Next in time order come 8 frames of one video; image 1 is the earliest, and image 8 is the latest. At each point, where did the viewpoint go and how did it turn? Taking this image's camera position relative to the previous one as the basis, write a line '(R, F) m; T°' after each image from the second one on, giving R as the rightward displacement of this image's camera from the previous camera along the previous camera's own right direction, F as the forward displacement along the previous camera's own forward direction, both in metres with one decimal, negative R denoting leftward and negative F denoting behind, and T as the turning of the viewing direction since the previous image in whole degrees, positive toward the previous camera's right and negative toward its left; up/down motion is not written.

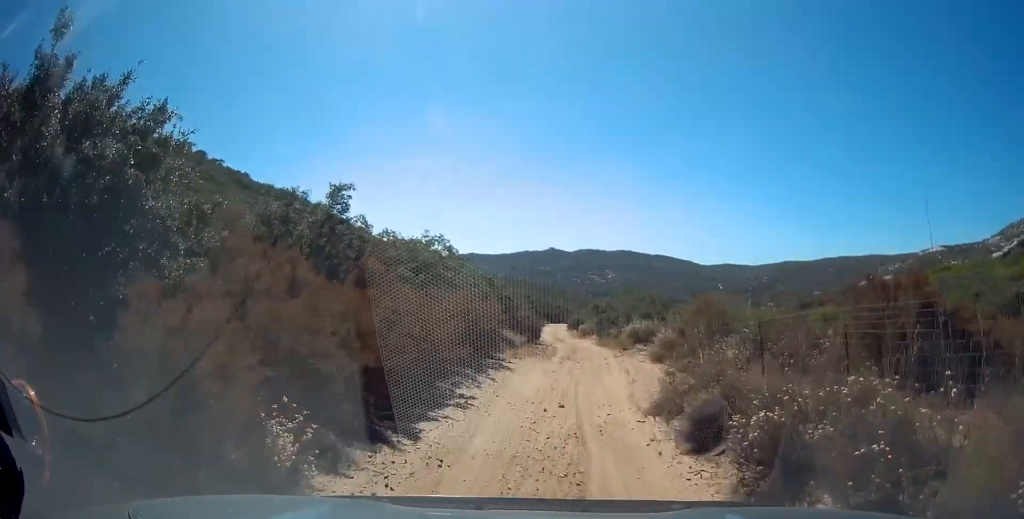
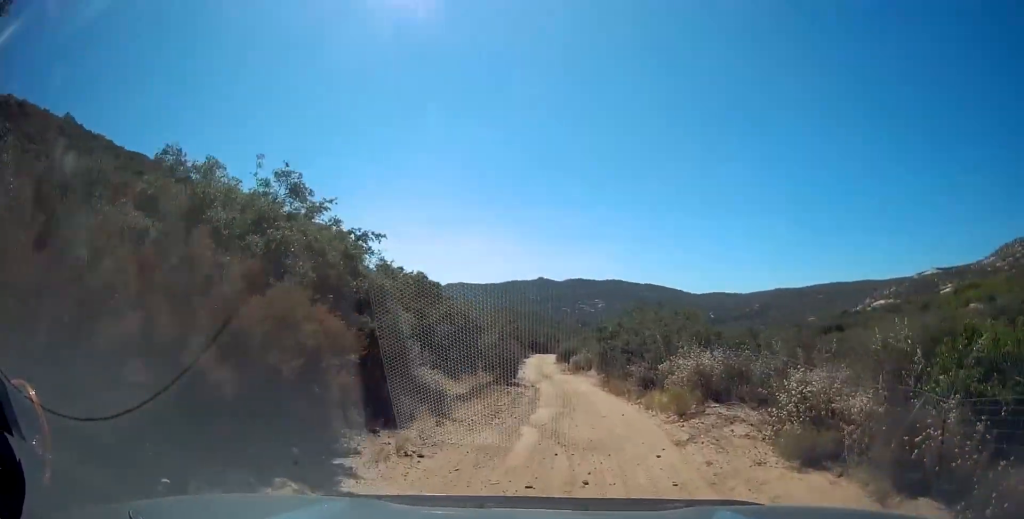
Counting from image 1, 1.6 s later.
(-0.1, +13.2) m; +1°
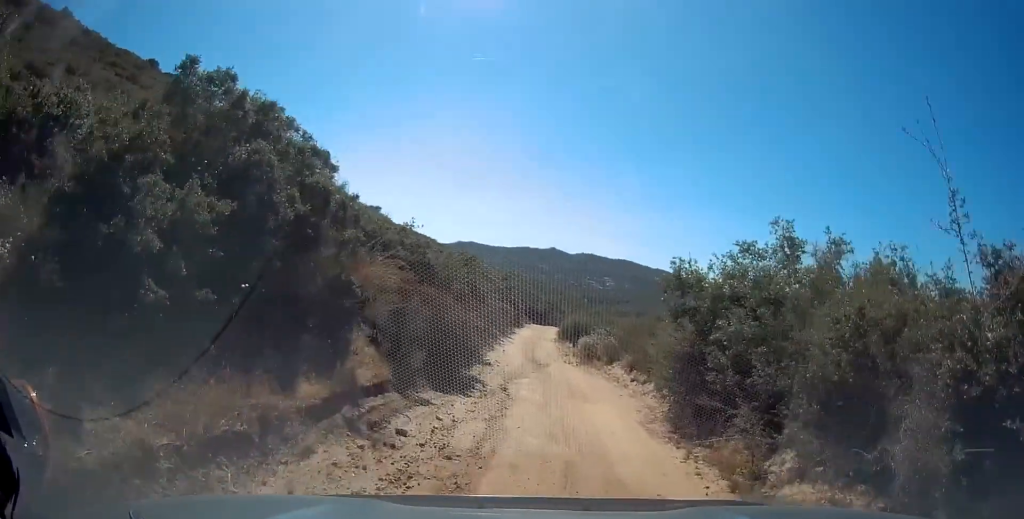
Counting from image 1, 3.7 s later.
(+0.3, +16.7) m; 0°
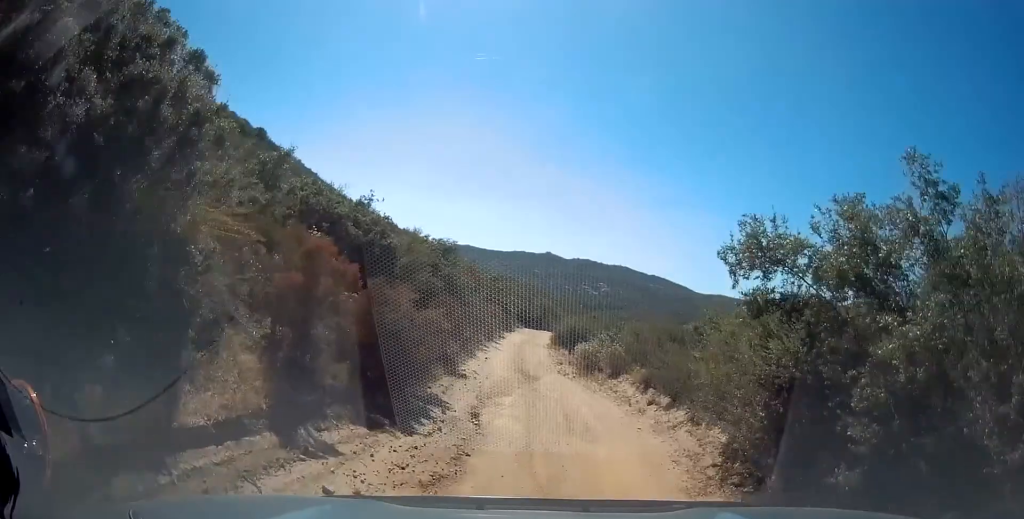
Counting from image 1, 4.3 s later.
(0.0, +4.5) m; -1°
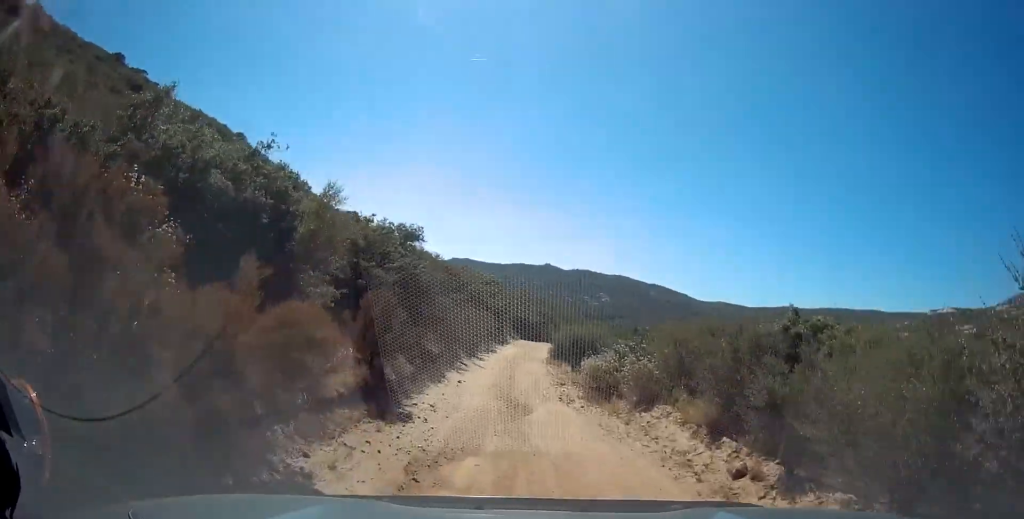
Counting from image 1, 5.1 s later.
(-0.2, +6.6) m; -1°
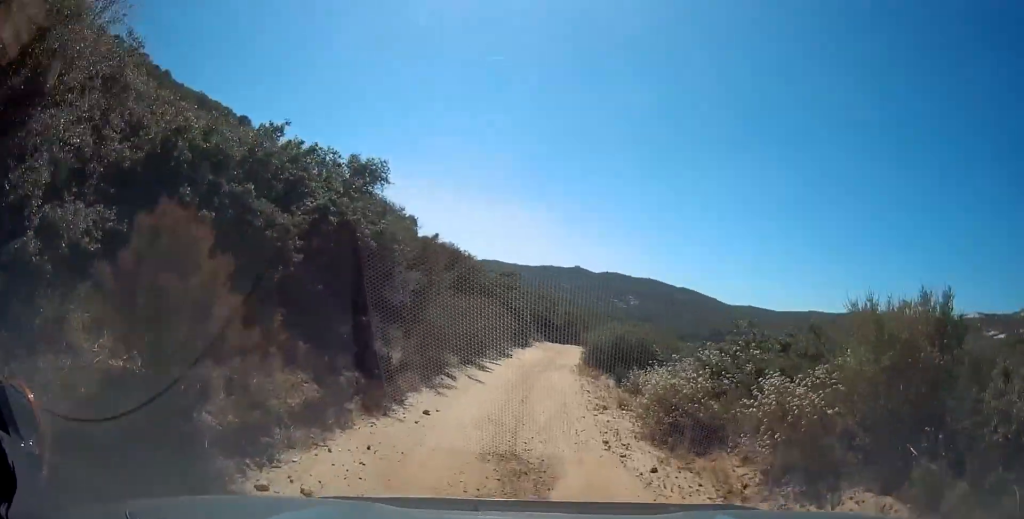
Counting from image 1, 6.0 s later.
(0.0, +7.7) m; 0°
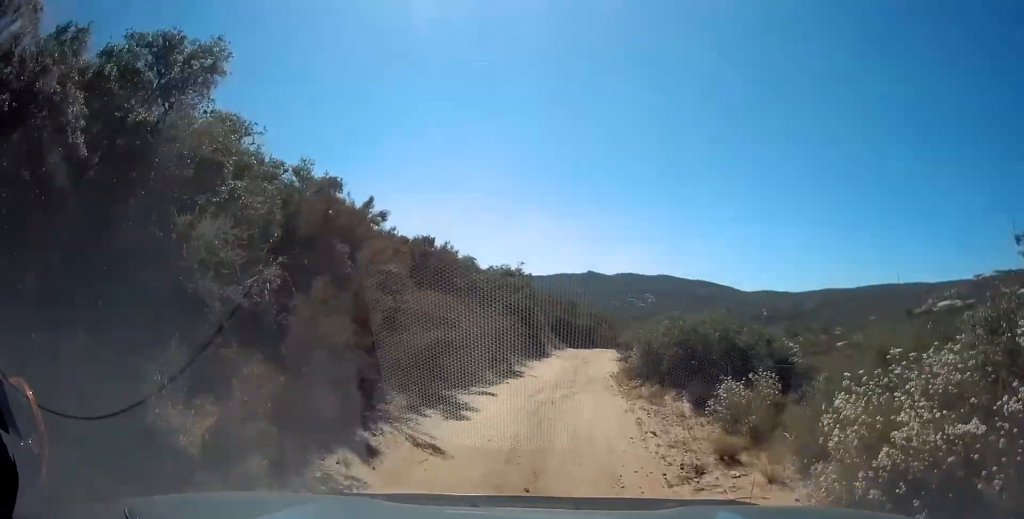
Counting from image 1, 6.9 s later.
(0.0, +7.5) m; 0°
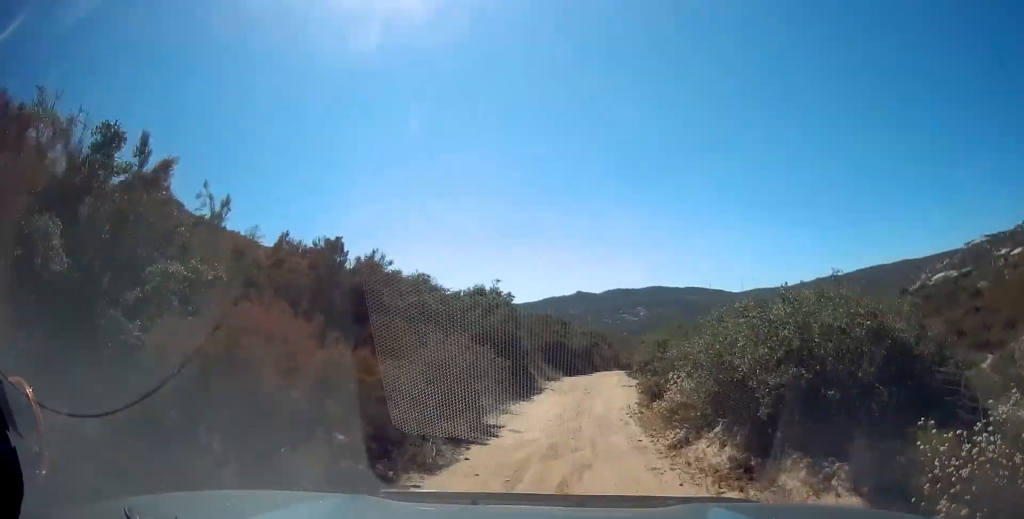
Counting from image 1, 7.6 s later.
(0.0, +6.3) m; 0°
